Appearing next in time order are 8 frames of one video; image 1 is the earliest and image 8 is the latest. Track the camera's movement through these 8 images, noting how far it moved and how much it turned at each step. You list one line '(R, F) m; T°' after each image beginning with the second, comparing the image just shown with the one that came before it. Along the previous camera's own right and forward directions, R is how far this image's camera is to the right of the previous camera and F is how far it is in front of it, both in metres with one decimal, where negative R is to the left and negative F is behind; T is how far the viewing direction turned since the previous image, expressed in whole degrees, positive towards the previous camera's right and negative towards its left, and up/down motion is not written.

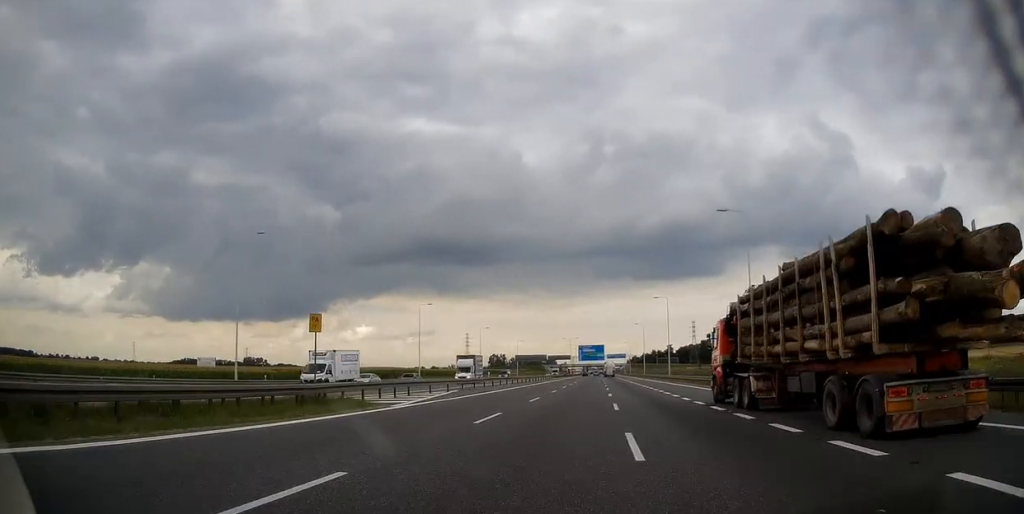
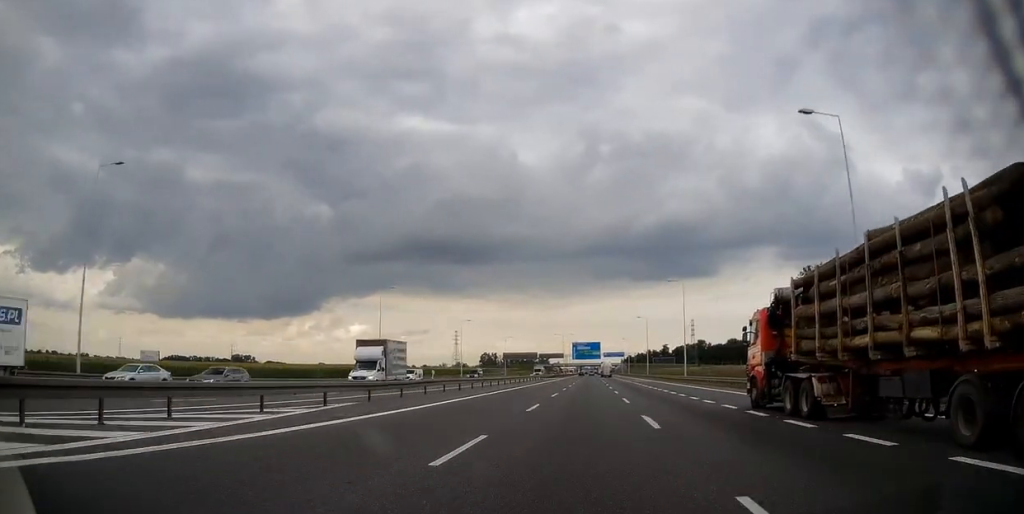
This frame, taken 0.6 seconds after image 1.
(0.0, +18.8) m; 0°
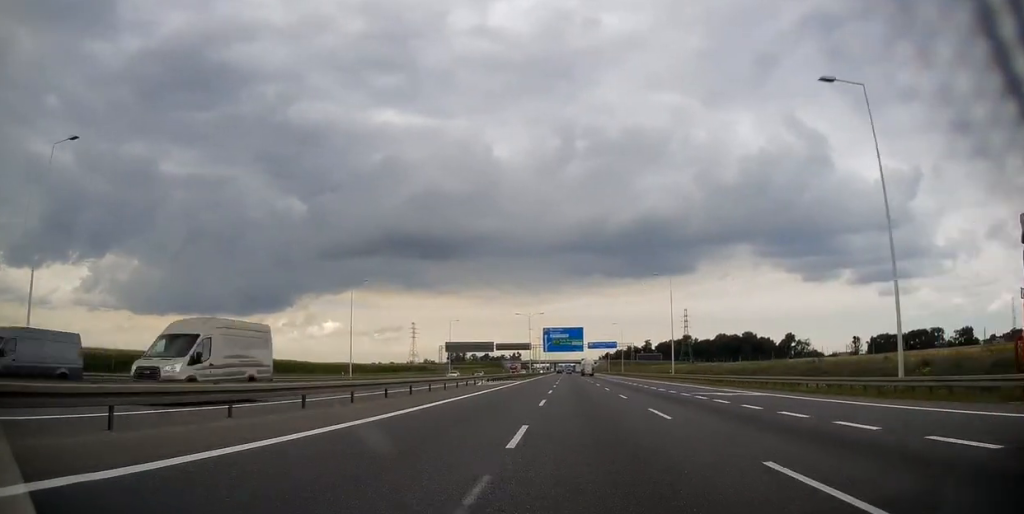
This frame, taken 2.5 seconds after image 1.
(+0.9, +57.8) m; +2°
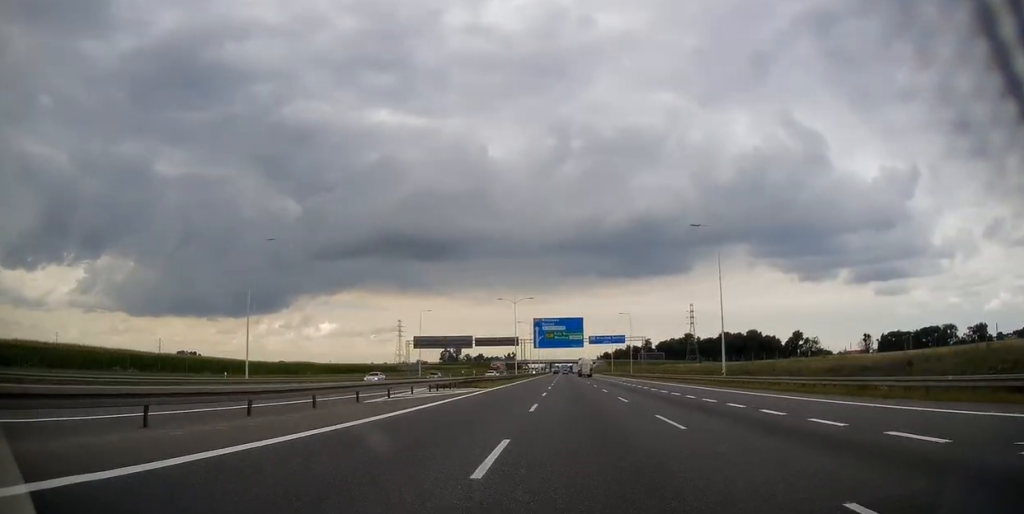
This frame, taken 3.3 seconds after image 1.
(+0.3, +26.5) m; +1°
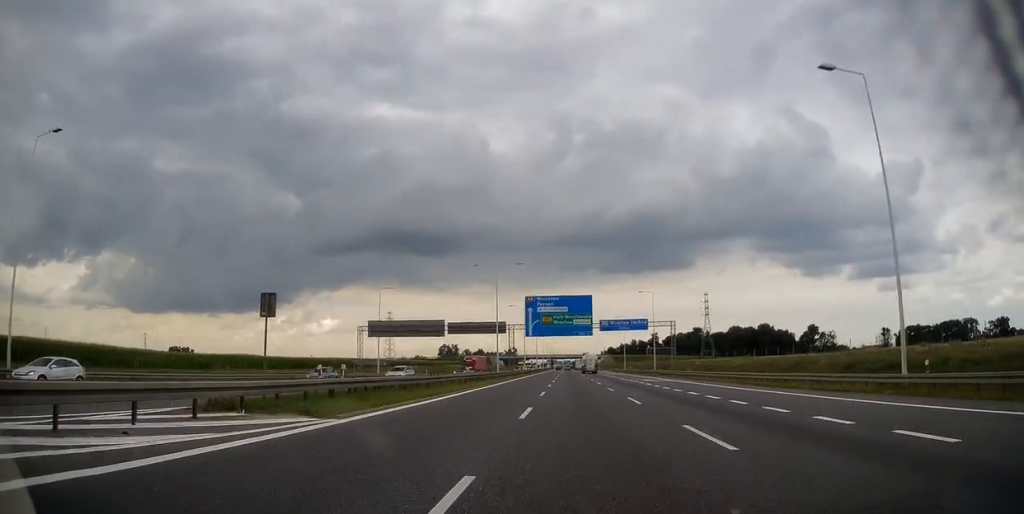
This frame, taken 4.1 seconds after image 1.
(-0.1, +28.2) m; 0°
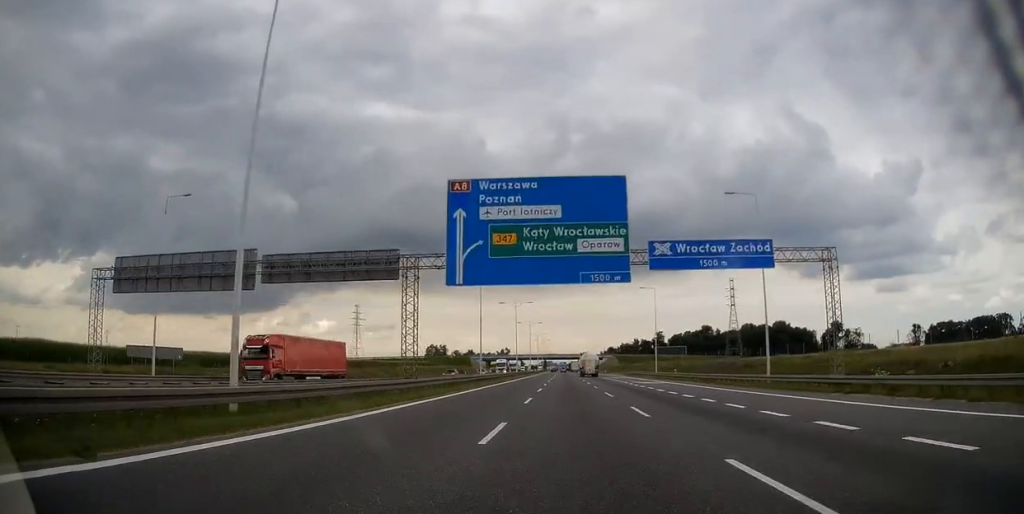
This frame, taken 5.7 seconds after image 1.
(0.0, +53.5) m; 0°
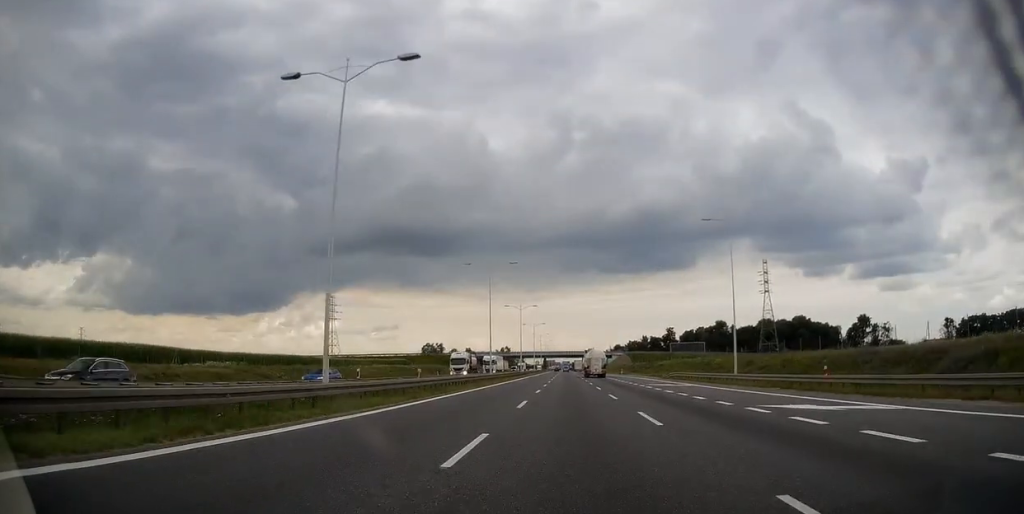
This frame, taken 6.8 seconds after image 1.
(0.0, +39.1) m; 0°
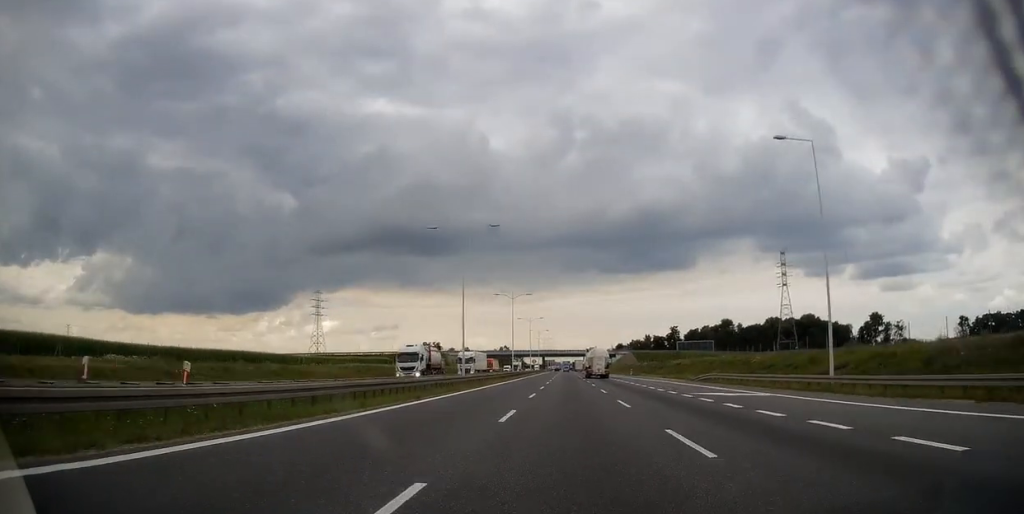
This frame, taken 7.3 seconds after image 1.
(0.0, +17.3) m; 0°
